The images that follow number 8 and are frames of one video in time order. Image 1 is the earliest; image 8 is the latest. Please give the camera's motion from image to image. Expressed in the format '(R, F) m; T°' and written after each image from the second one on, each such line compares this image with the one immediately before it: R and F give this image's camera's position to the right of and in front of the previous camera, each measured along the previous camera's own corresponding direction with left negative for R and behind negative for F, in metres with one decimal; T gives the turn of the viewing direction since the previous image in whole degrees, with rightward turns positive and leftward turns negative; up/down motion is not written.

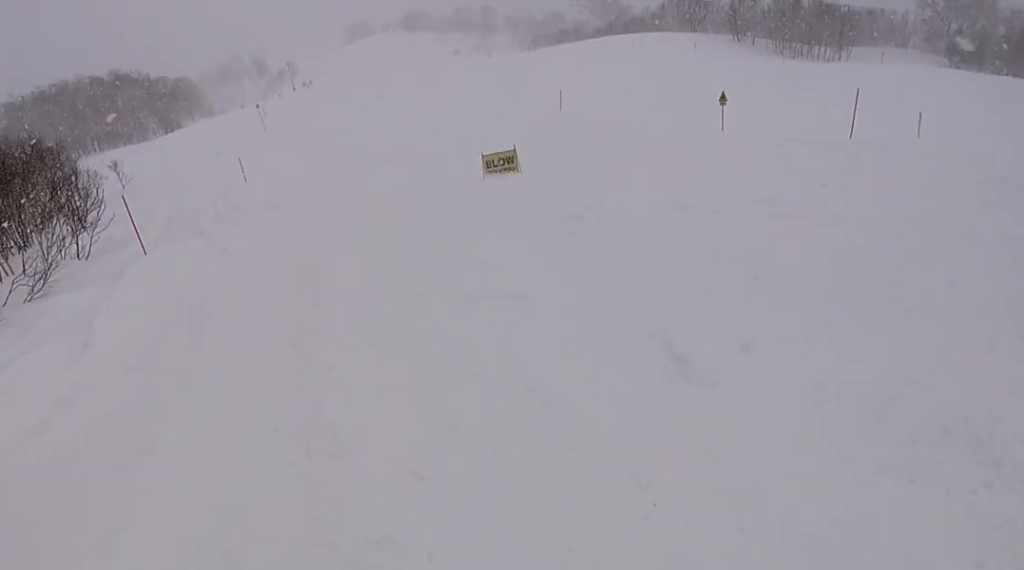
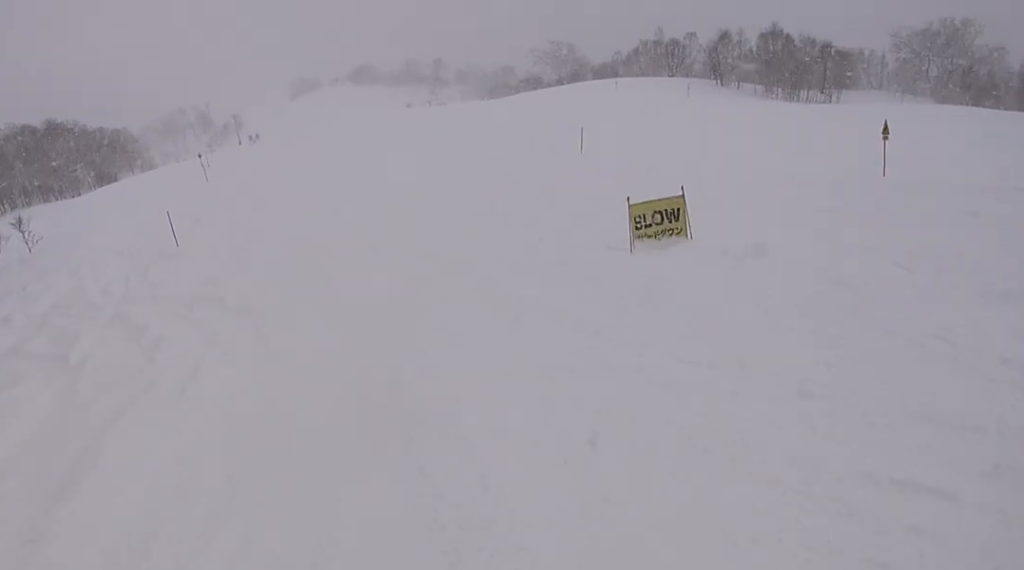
(+0.2, +11.1) m; +1°
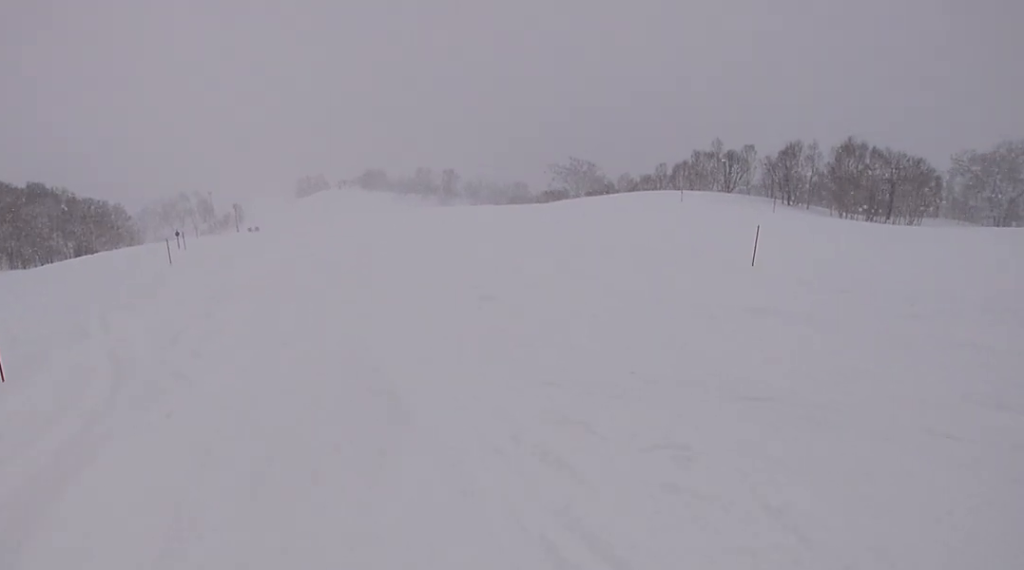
(+0.3, +14.7) m; +5°
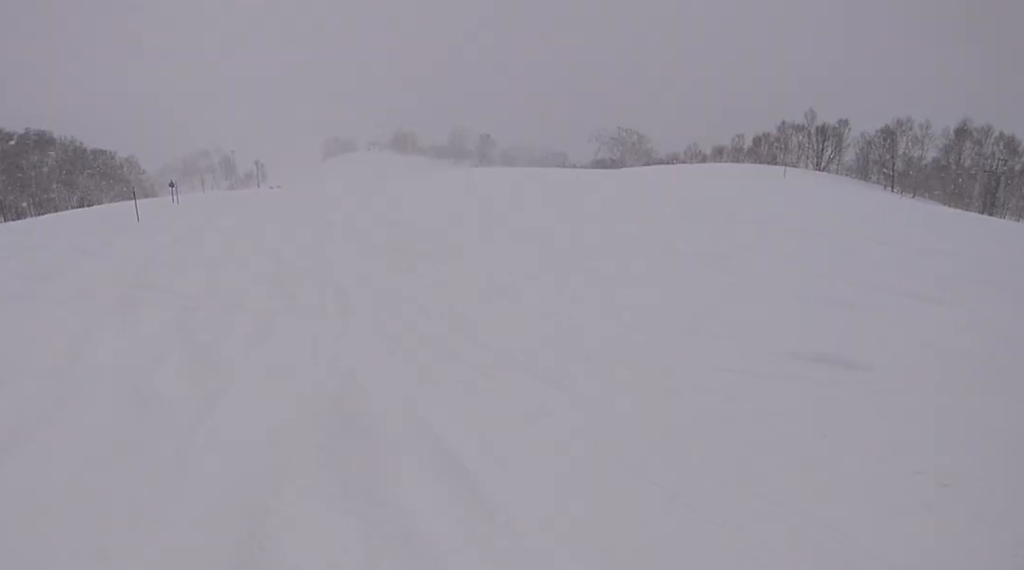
(+0.3, +10.8) m; +1°
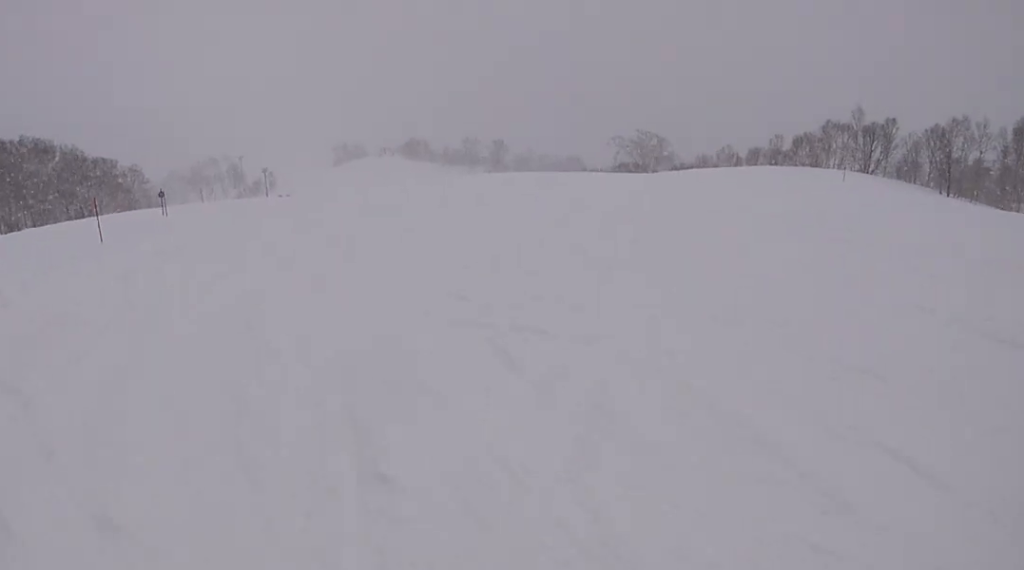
(0.0, +5.6) m; -1°
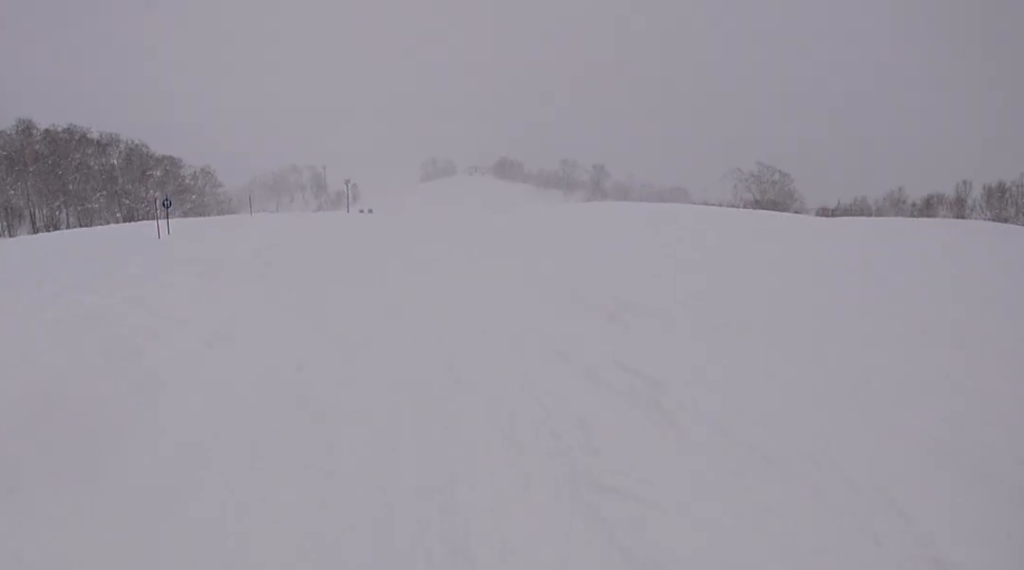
(-0.6, +14.7) m; -5°
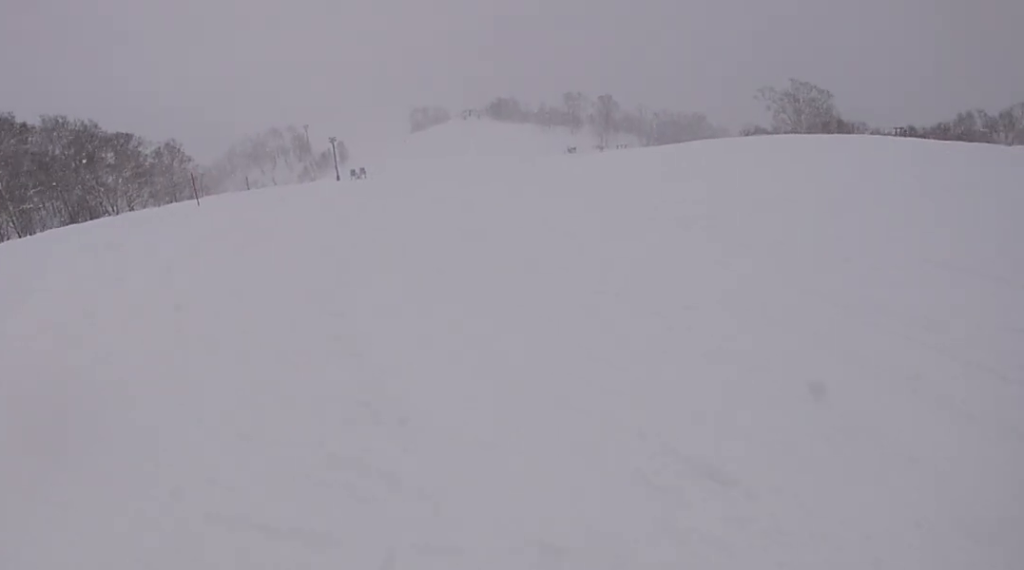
(0.0, +15.6) m; -6°
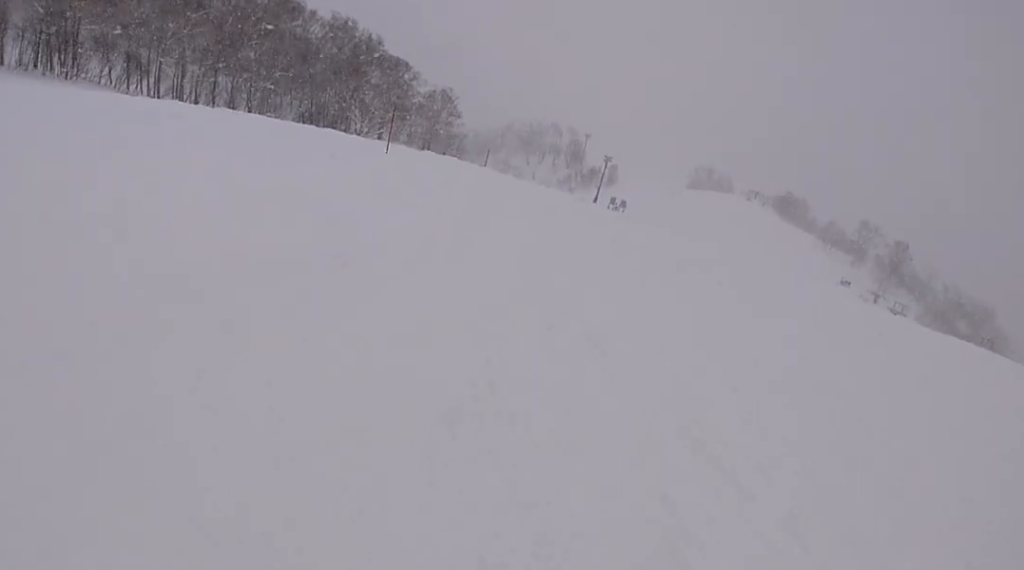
(-1.1, +8.0) m; -14°
